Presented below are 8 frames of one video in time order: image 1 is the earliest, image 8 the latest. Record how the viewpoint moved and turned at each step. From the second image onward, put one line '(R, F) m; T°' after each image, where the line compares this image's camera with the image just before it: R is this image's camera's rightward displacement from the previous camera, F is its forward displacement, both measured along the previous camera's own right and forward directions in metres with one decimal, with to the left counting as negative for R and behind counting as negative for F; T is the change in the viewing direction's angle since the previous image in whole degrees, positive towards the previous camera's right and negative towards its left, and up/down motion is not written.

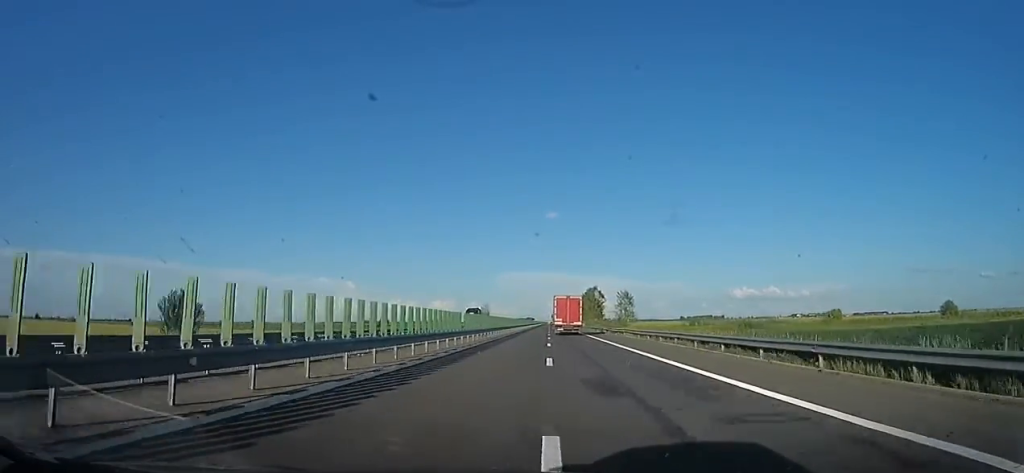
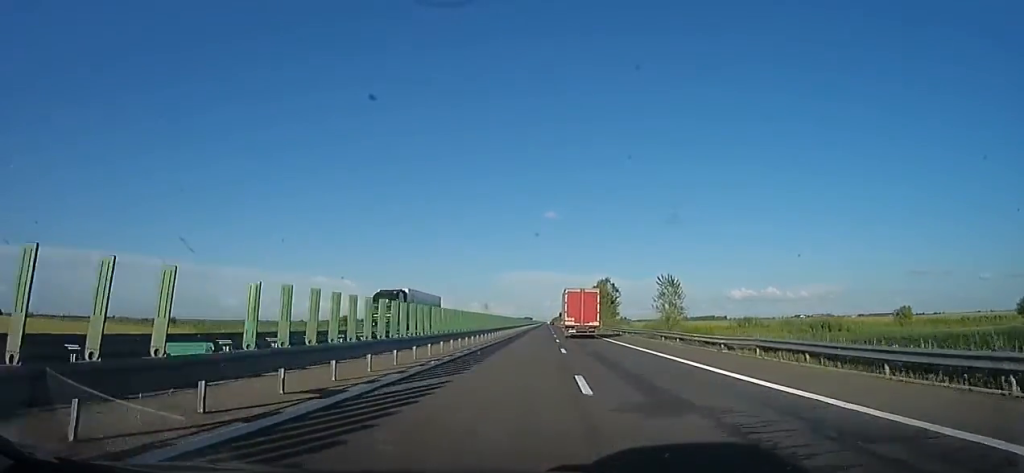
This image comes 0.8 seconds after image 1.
(0.0, +30.2) m; 0°
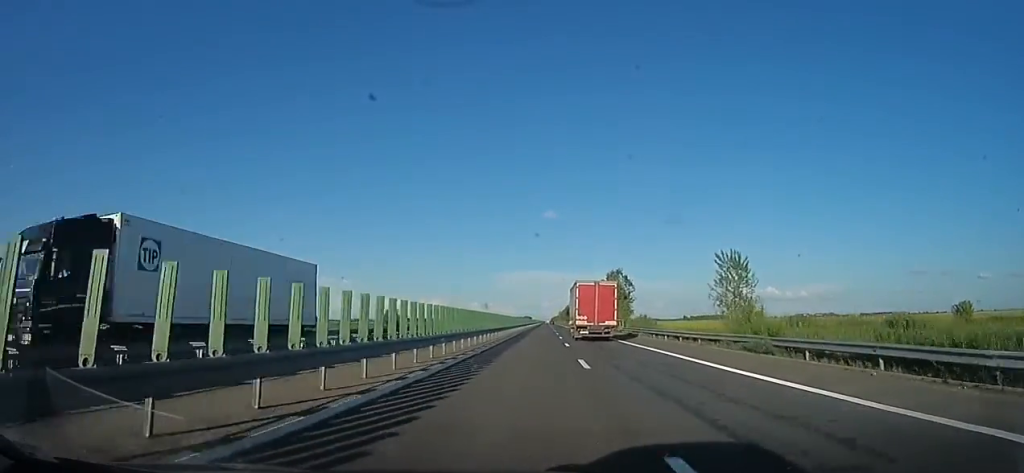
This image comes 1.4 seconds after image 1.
(0.0, +20.0) m; 0°
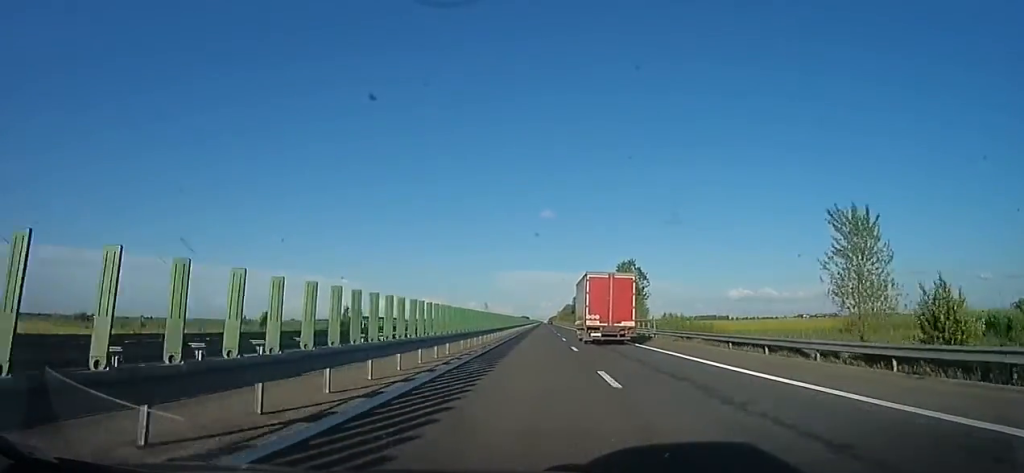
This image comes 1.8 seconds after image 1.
(0.0, +16.3) m; 0°
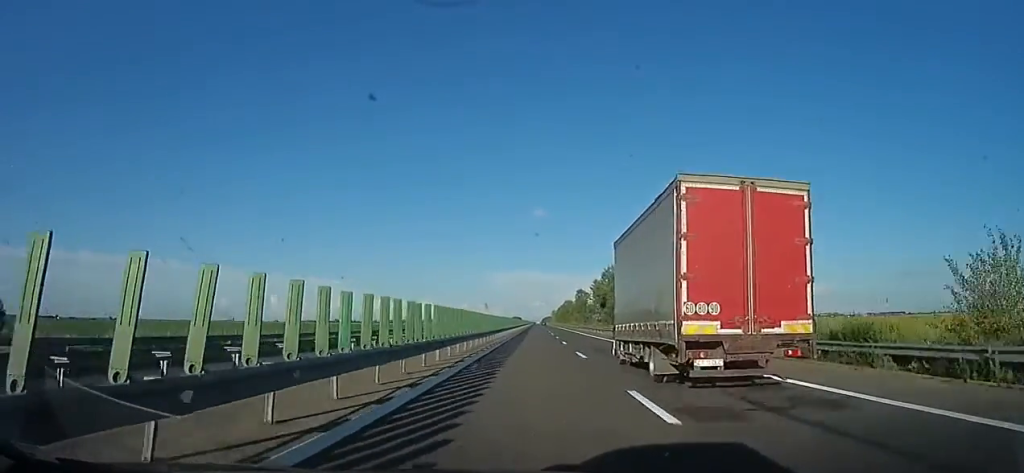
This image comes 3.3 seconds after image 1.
(0.0, +53.1) m; +2°
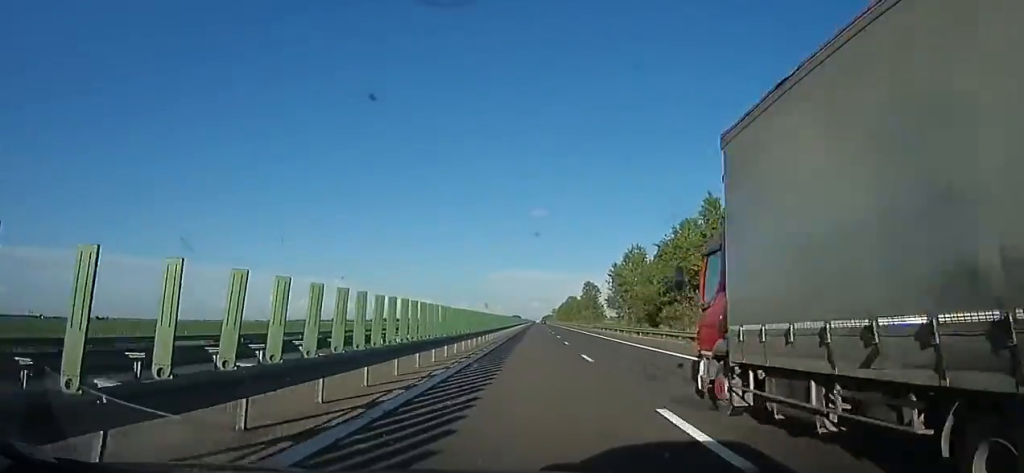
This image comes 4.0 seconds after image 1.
(+0.7, +26.5) m; +1°
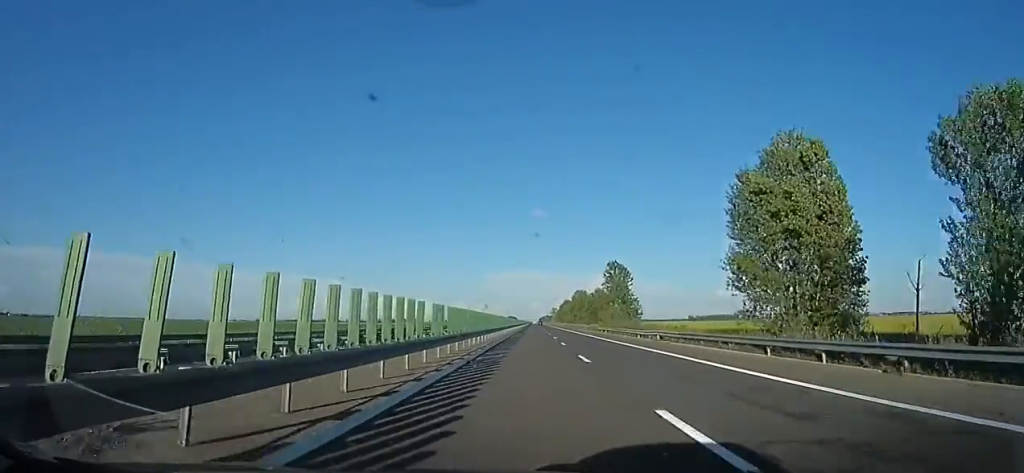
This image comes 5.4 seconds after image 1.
(-0.6, +48.7) m; 0°
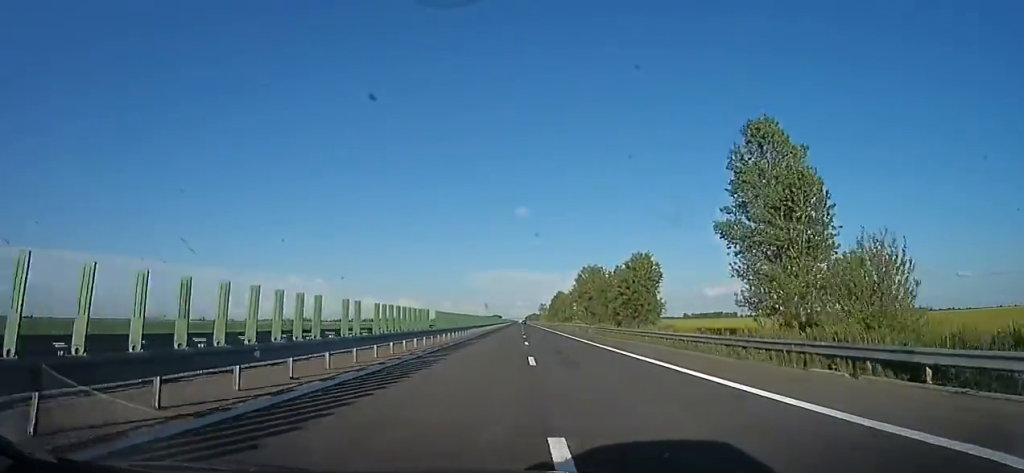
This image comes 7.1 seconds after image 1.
(+0.4, +62.7) m; 0°
